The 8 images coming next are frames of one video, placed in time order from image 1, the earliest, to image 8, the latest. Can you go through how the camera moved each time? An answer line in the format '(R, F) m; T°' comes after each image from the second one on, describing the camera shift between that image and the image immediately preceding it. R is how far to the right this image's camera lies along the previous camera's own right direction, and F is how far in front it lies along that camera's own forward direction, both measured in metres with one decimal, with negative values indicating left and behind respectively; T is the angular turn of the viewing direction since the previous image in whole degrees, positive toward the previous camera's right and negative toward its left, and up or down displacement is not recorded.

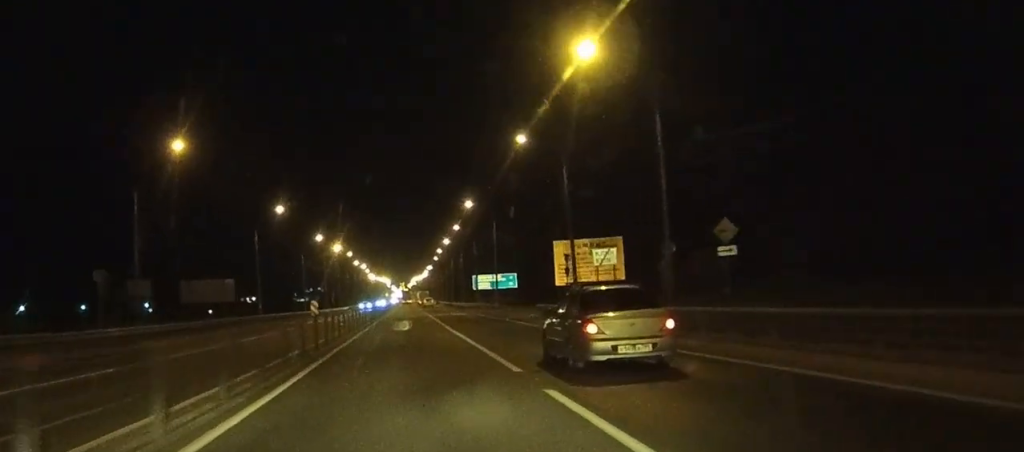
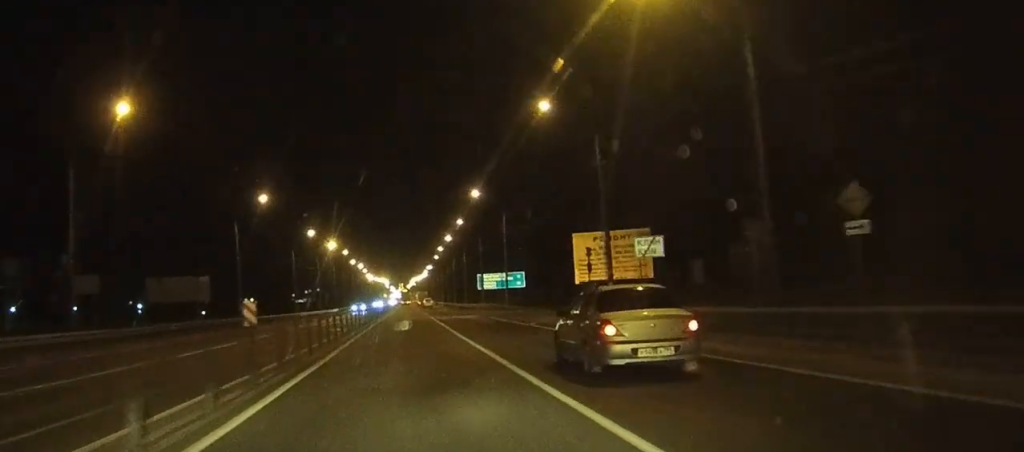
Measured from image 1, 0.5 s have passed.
(+0.1, +10.1) m; 0°
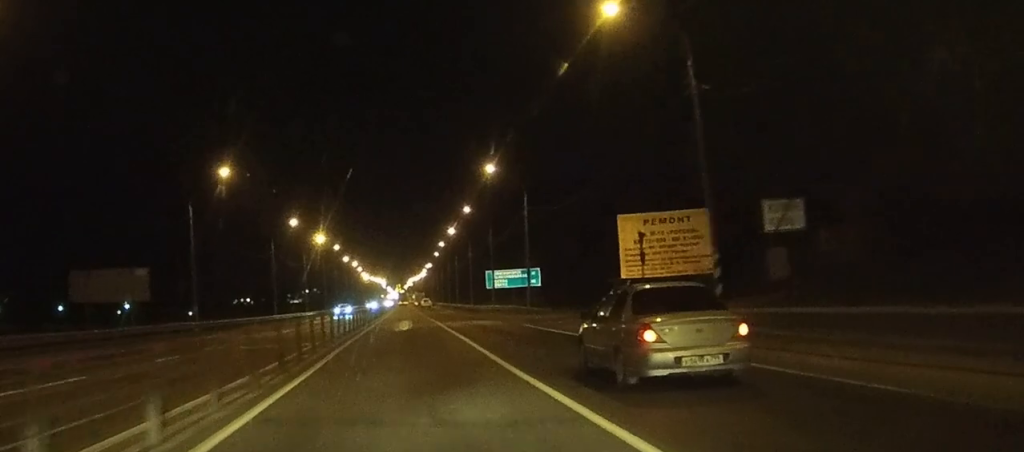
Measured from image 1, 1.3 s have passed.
(0.0, +16.3) m; 0°
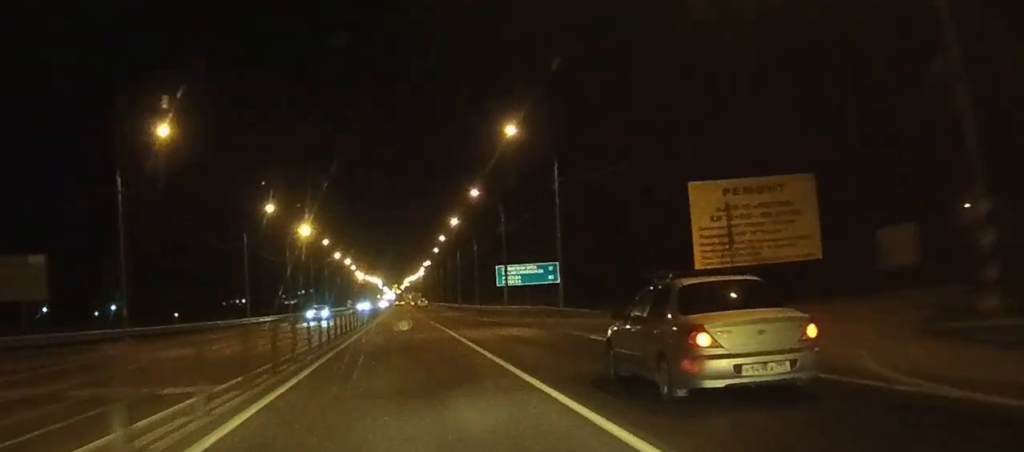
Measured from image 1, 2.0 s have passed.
(0.0, +15.0) m; 0°
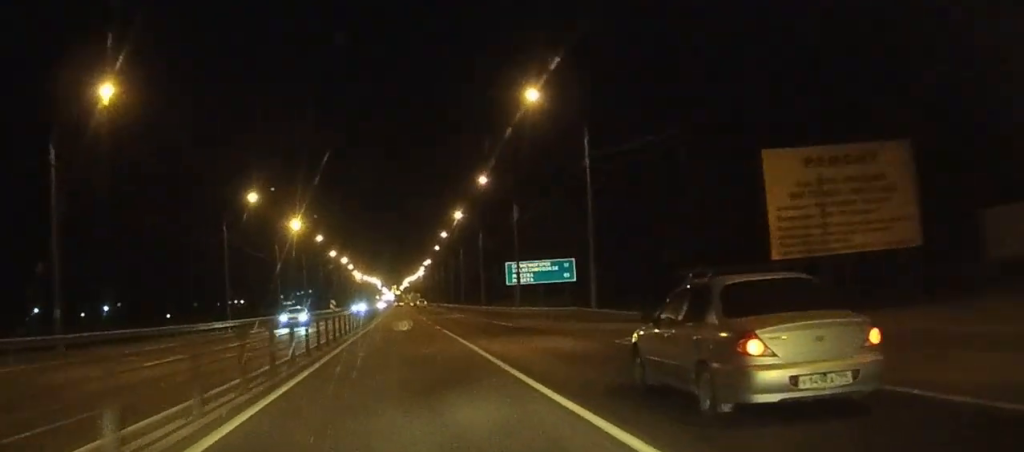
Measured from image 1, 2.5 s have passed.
(0.0, +8.9) m; 0°
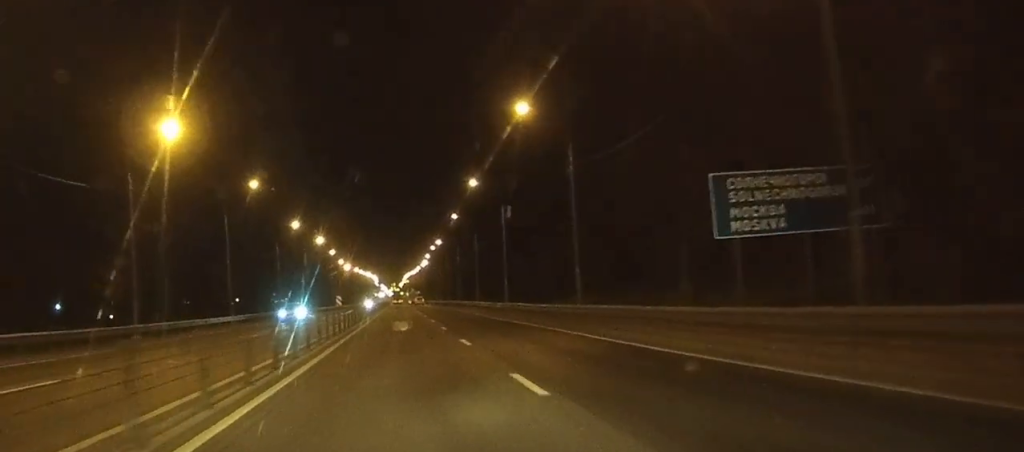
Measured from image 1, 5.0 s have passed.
(+4.9, +49.6) m; -5°
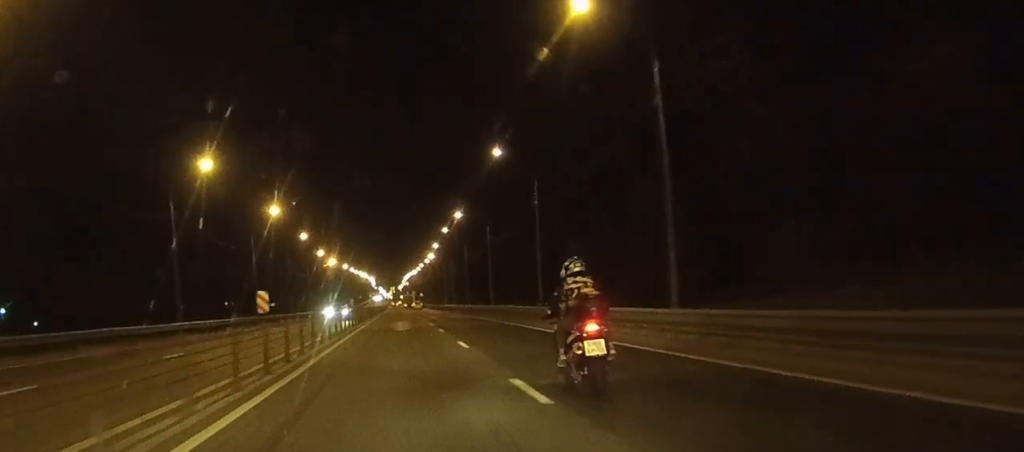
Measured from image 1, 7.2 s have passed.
(-1.3, +54.1) m; +4°
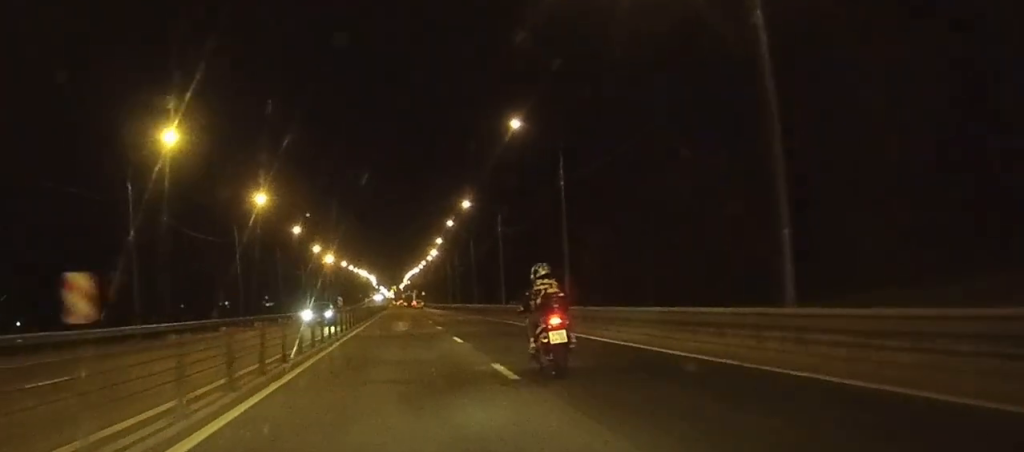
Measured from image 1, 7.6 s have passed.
(-0.1, +10.9) m; 0°
